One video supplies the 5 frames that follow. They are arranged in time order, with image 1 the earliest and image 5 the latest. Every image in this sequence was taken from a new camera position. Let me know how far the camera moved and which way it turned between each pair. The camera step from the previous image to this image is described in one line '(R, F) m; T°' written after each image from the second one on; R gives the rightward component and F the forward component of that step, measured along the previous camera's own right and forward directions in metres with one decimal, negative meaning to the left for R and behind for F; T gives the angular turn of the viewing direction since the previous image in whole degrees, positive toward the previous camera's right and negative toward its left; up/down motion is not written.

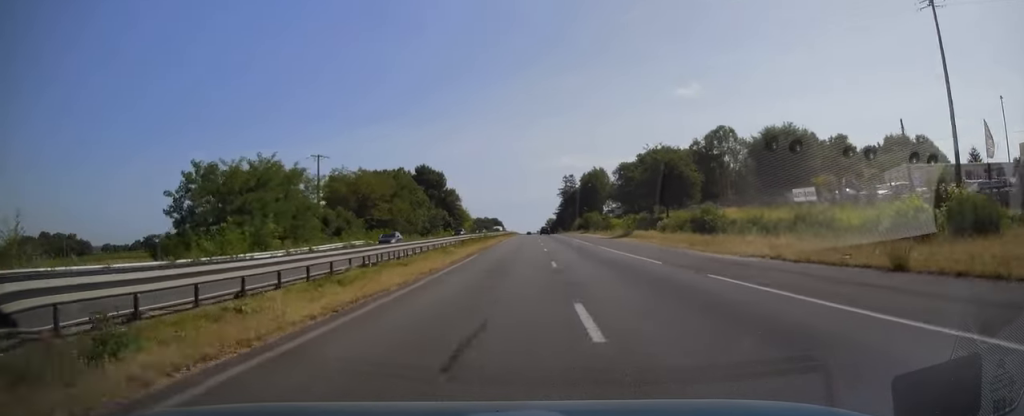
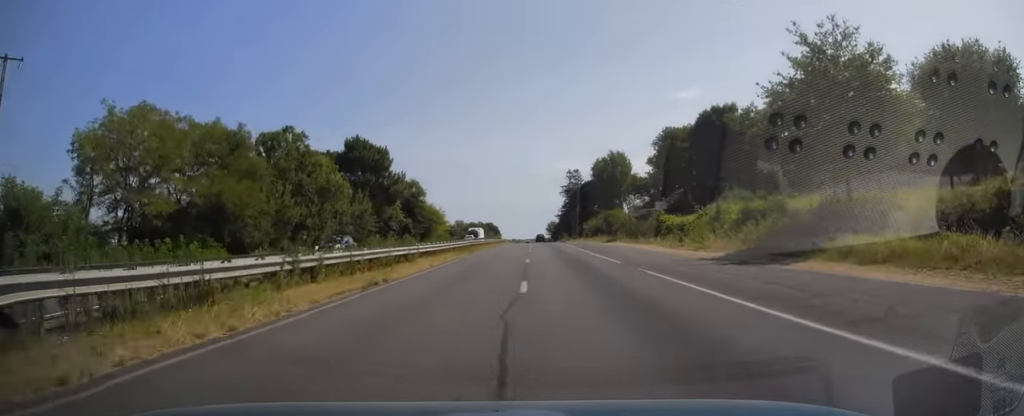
(-0.1, +48.5) m; 0°
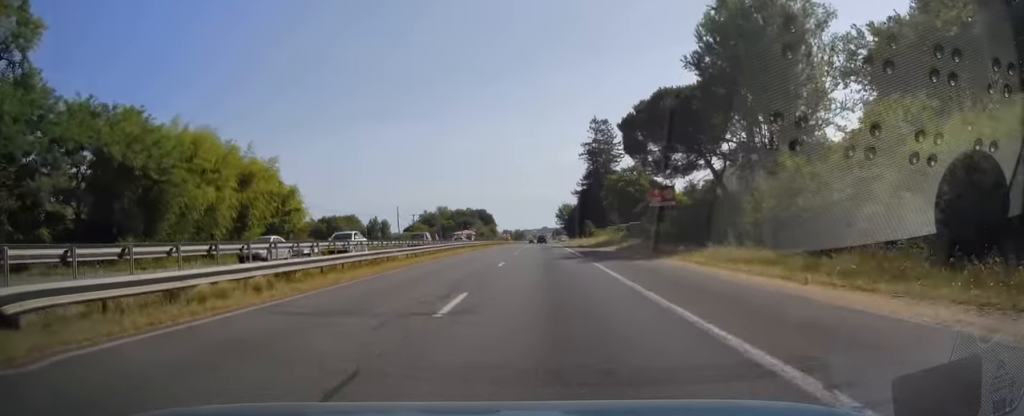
(+0.2, +98.5) m; 0°
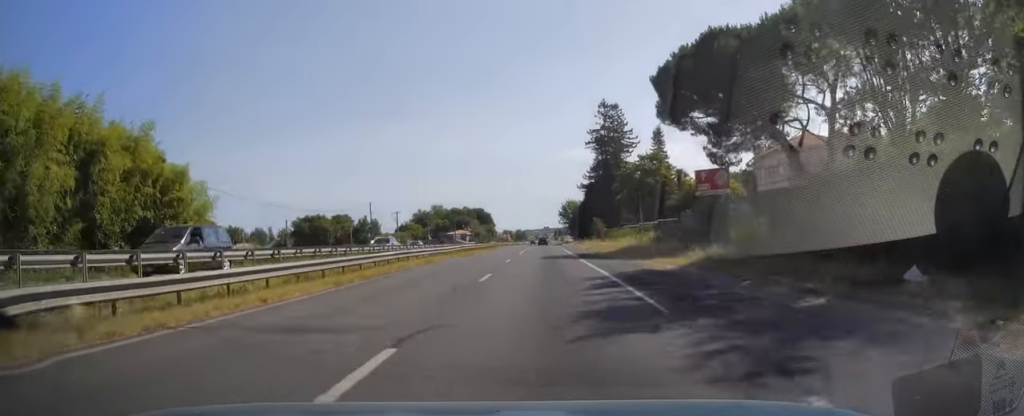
(-0.3, +19.7) m; 0°
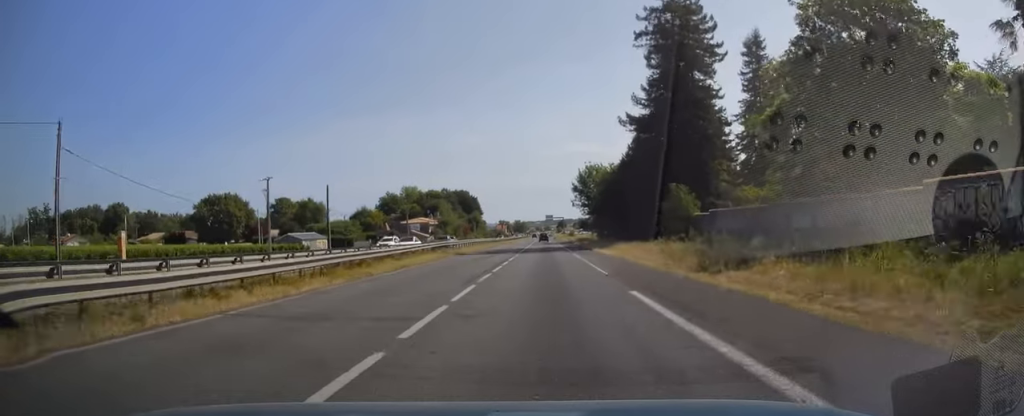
(-0.5, +69.4) m; -1°
